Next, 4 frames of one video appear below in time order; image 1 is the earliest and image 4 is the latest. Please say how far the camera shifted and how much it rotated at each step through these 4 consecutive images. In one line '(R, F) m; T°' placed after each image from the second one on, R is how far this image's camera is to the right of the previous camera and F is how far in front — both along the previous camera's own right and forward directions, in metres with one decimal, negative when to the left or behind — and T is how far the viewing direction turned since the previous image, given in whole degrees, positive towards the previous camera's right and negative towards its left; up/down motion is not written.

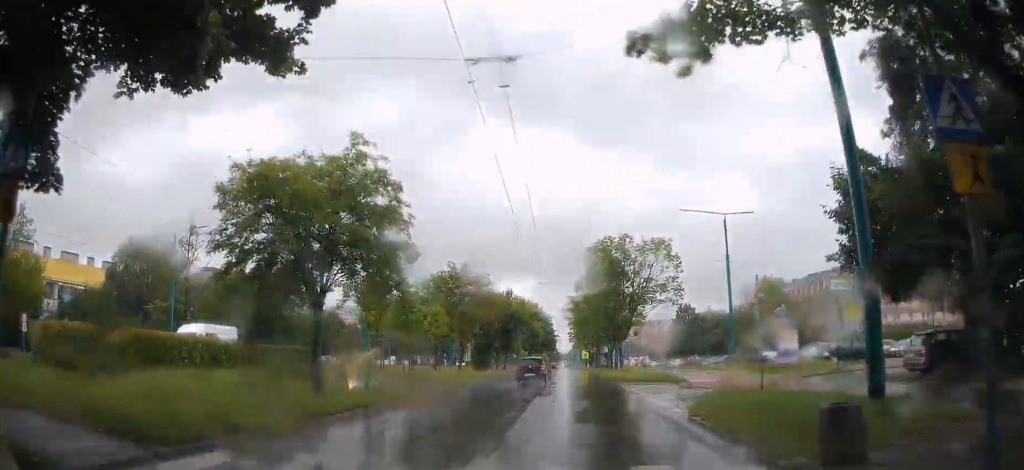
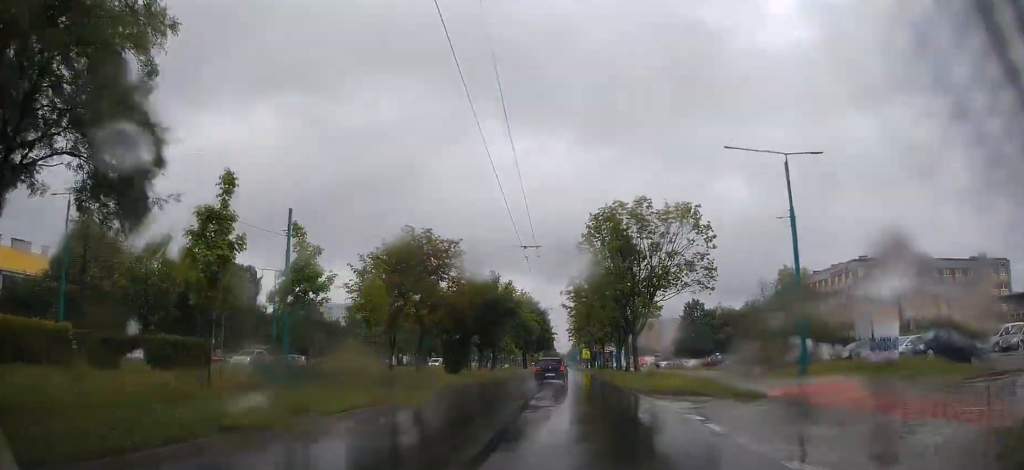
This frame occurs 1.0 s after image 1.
(+0.1, +12.6) m; -1°
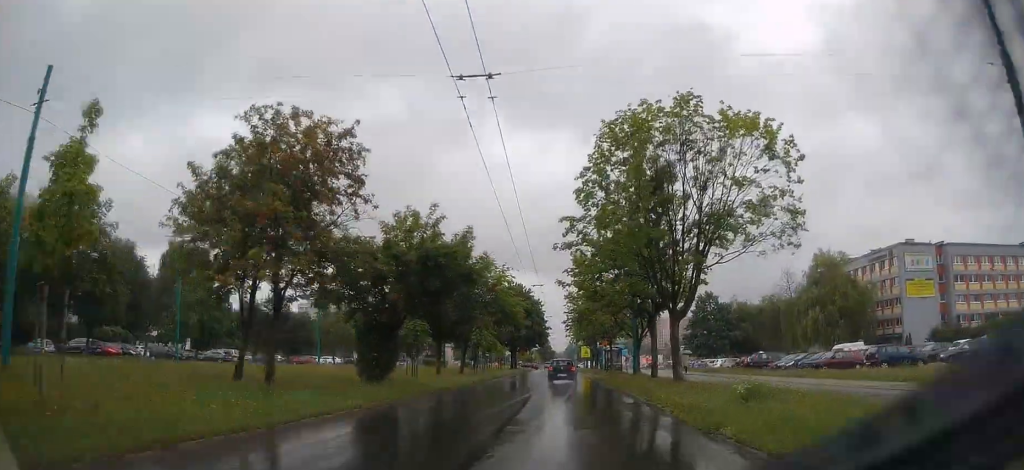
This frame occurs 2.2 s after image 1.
(-0.3, +17.1) m; 0°
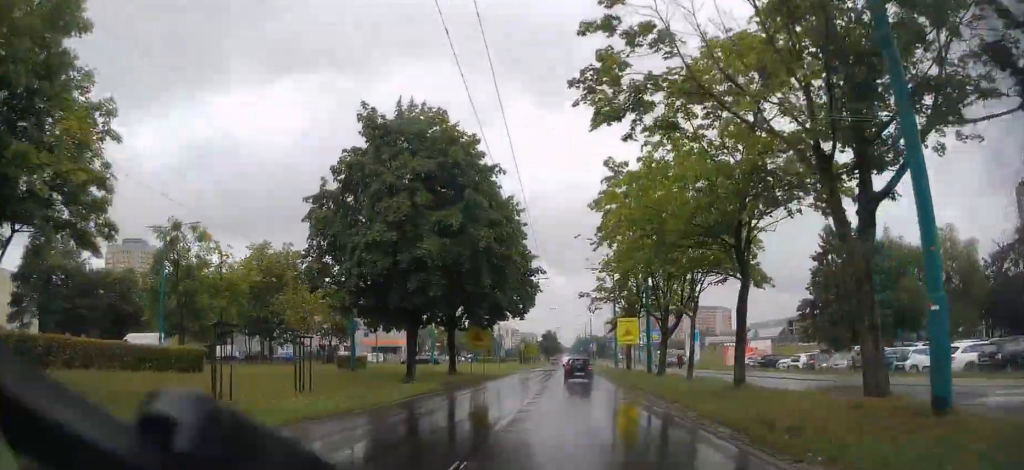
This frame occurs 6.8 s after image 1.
(+0.1, +62.6) m; 0°
